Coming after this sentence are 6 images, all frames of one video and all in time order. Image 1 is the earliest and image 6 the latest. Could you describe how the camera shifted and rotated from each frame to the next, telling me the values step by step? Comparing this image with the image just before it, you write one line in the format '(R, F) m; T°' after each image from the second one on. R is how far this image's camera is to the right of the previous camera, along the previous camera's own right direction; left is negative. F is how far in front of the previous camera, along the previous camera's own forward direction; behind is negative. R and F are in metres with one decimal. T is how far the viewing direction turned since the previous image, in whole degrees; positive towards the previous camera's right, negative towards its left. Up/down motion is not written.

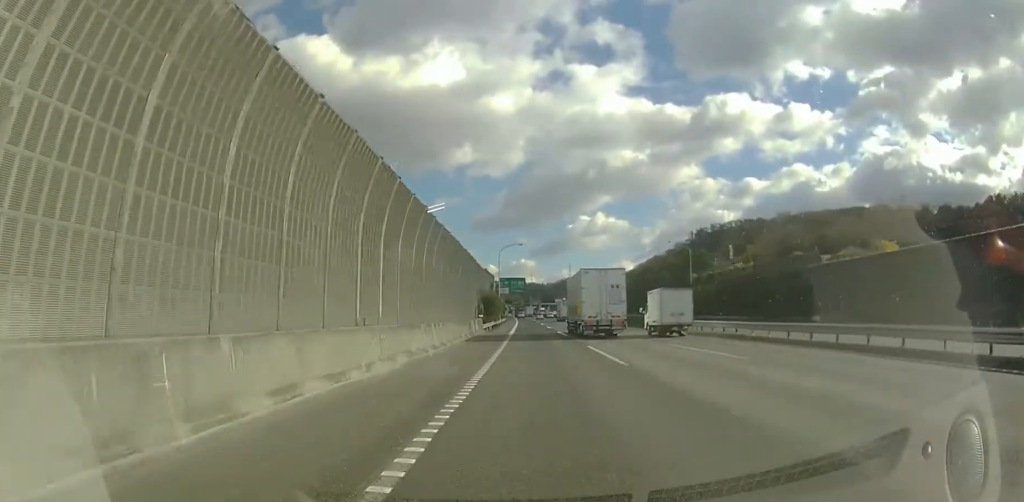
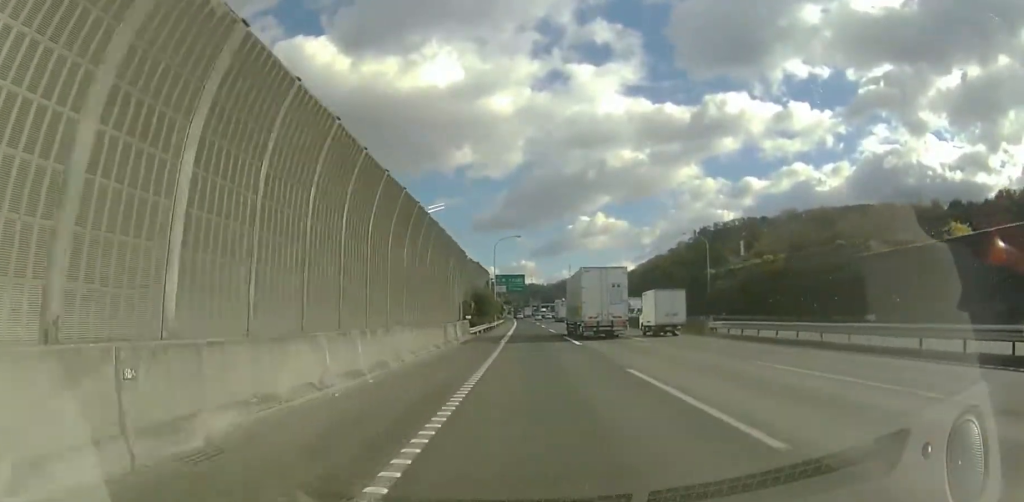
(0.0, +8.9) m; 0°
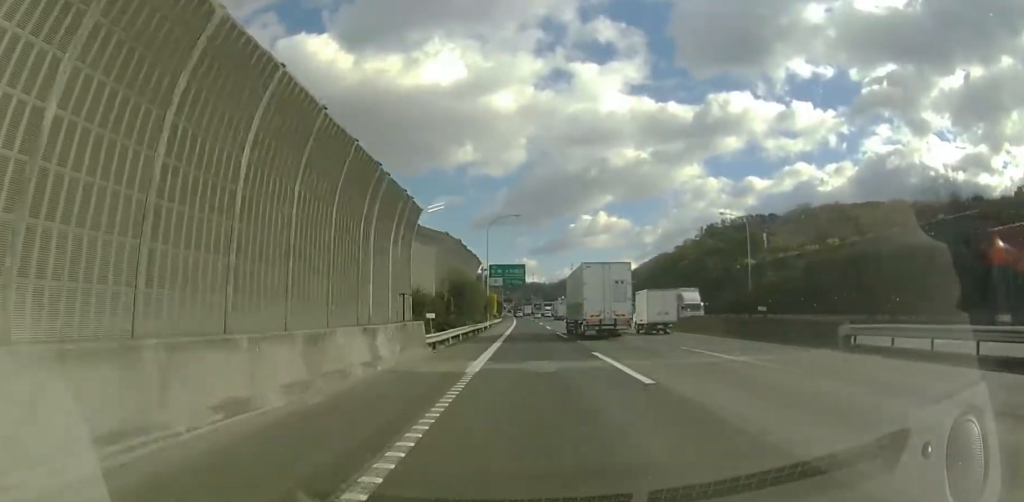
(0.0, +14.1) m; 0°
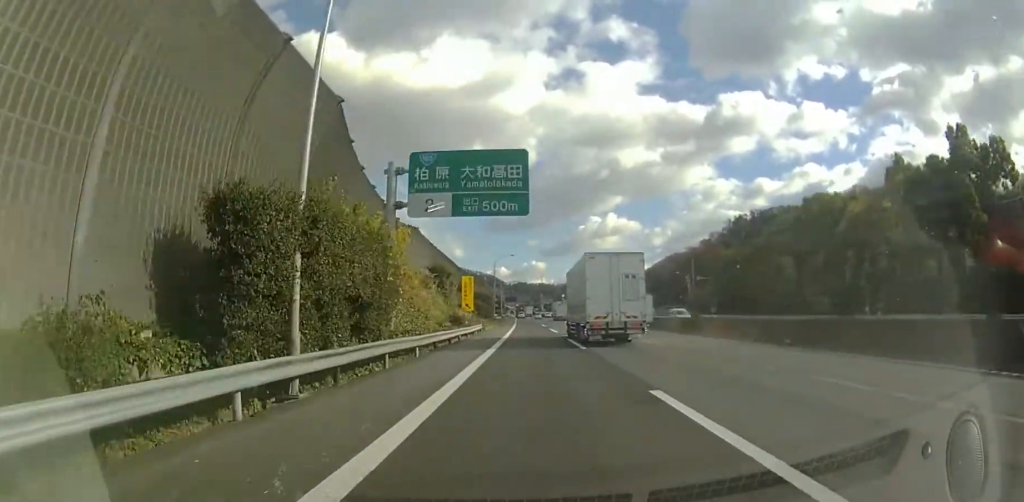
(-0.6, +48.8) m; -1°
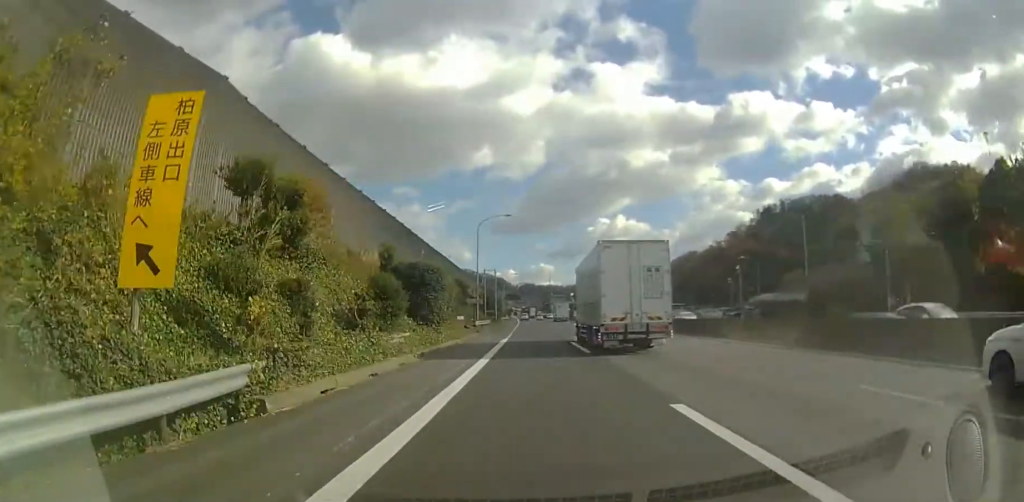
(0.0, +41.3) m; 0°
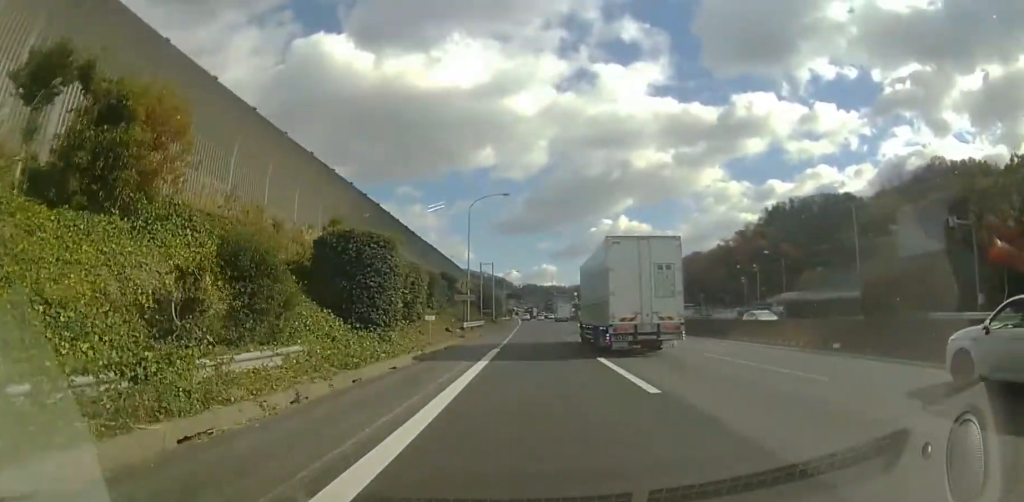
(0.0, +10.9) m; 0°
